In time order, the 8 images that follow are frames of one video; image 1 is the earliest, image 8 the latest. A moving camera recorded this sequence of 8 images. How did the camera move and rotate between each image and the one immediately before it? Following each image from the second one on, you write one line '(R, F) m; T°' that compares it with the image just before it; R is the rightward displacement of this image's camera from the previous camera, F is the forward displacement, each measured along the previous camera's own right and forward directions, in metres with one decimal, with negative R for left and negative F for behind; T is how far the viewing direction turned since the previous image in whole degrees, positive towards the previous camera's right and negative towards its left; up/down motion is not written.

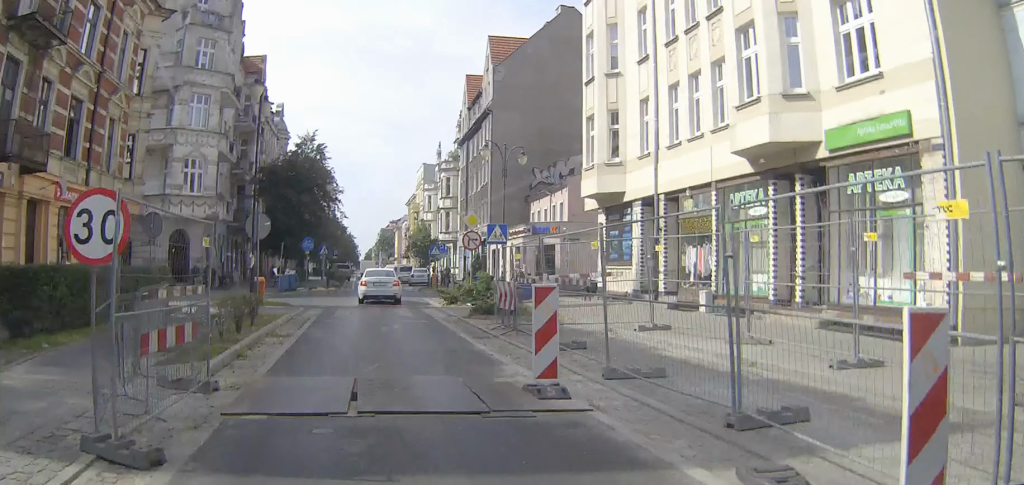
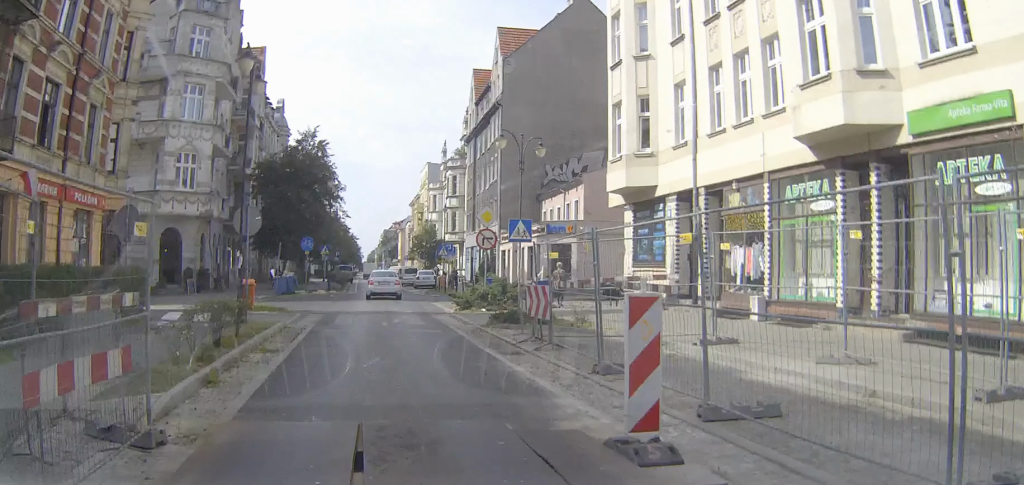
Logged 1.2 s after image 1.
(+0.1, +3.9) m; -2°
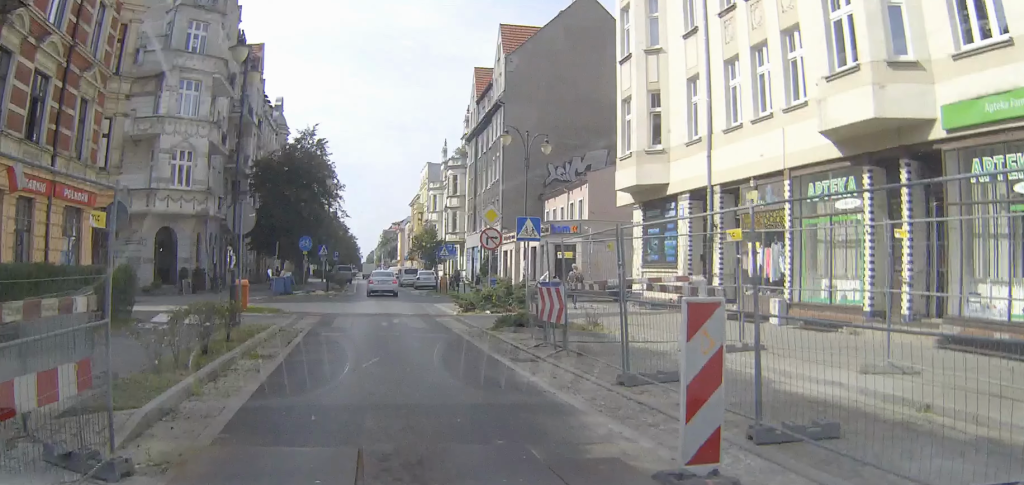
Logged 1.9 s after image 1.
(0.0, +1.2) m; -3°
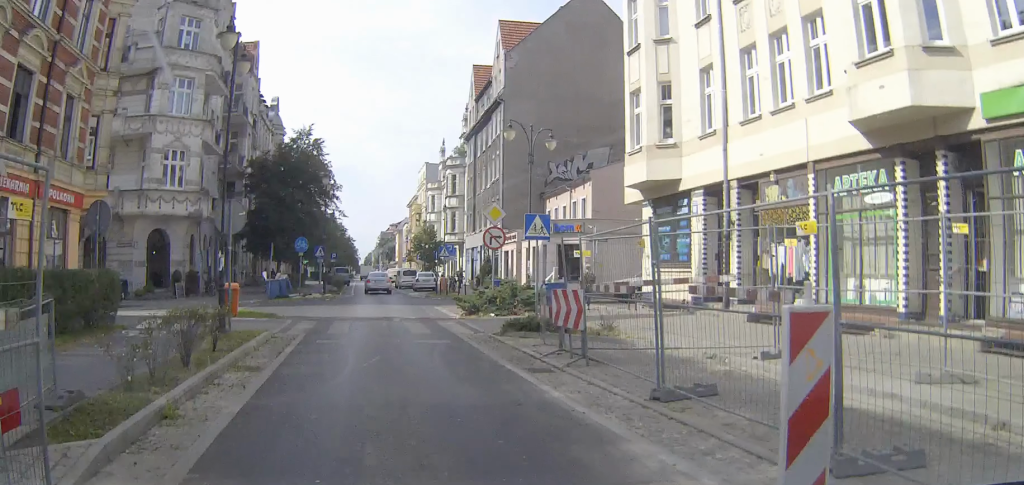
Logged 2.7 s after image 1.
(0.0, +1.3) m; -1°
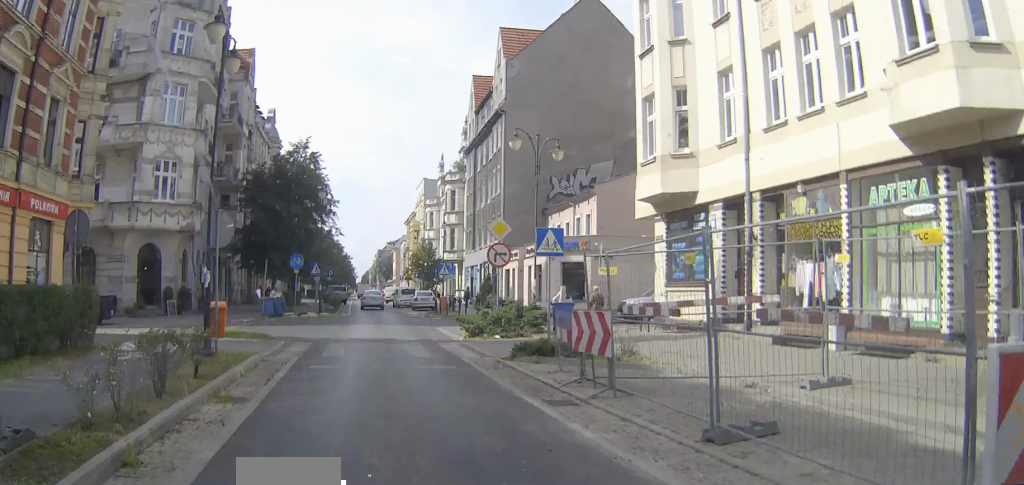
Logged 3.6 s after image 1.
(0.0, +1.4) m; +4°
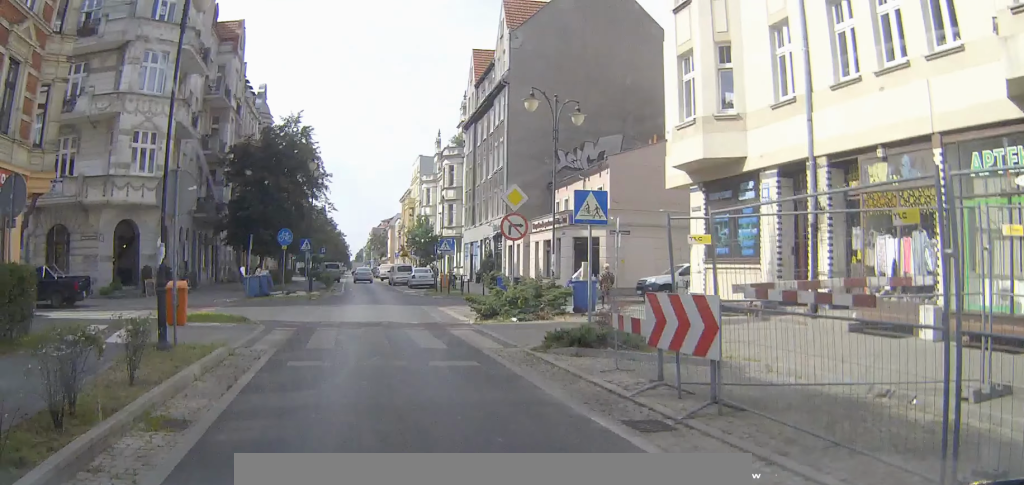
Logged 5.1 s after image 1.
(+0.2, +3.3) m; +3°
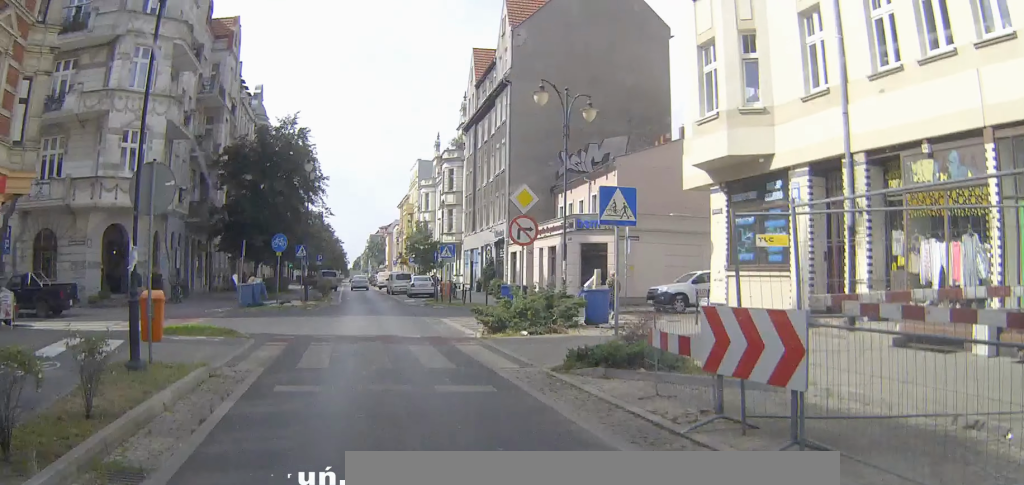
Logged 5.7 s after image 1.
(0.0, +1.5) m; -1°
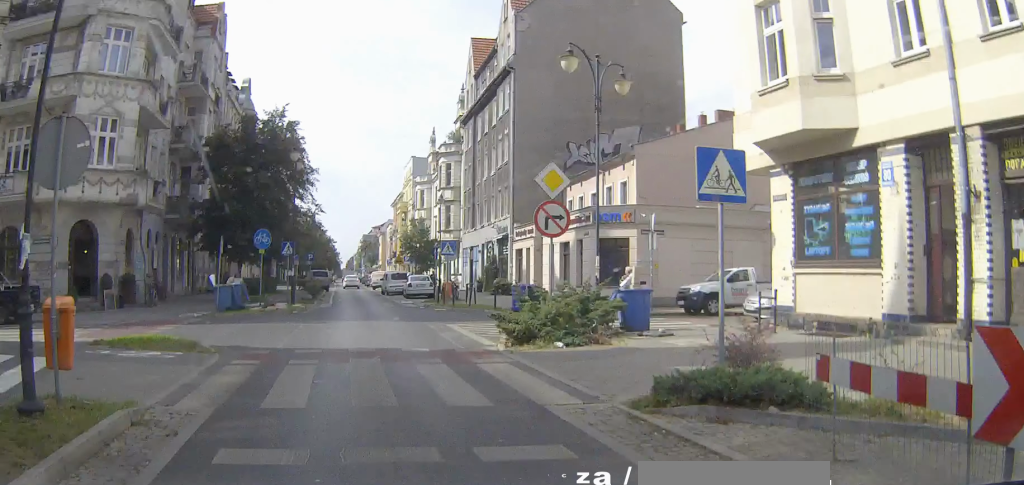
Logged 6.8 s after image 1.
(-0.1, +3.8) m; -5°
